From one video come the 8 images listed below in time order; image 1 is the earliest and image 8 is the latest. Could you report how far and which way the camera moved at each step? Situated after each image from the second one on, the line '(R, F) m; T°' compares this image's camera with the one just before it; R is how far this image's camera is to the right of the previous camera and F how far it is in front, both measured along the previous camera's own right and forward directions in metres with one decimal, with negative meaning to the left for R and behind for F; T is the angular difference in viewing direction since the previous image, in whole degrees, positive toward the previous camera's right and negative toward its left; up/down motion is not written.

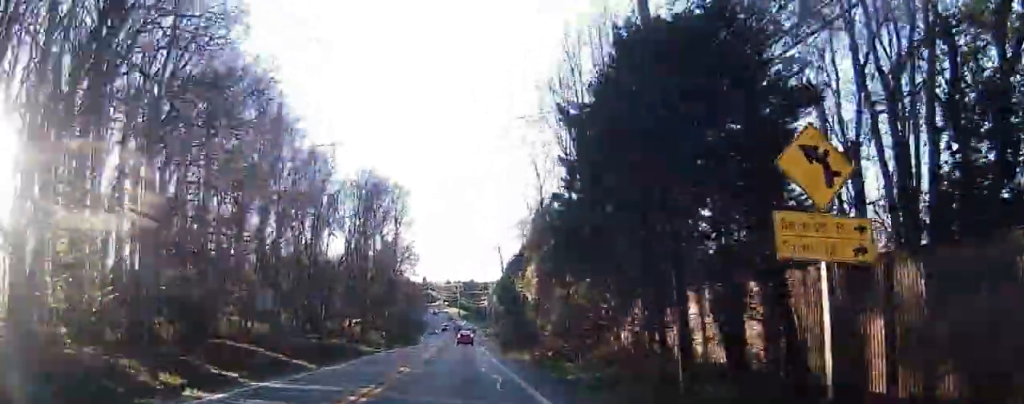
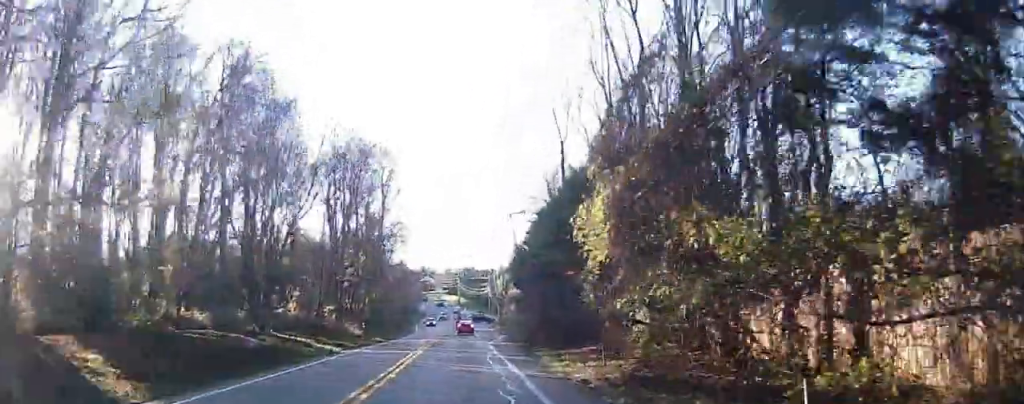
(+0.3, +12.5) m; +2°
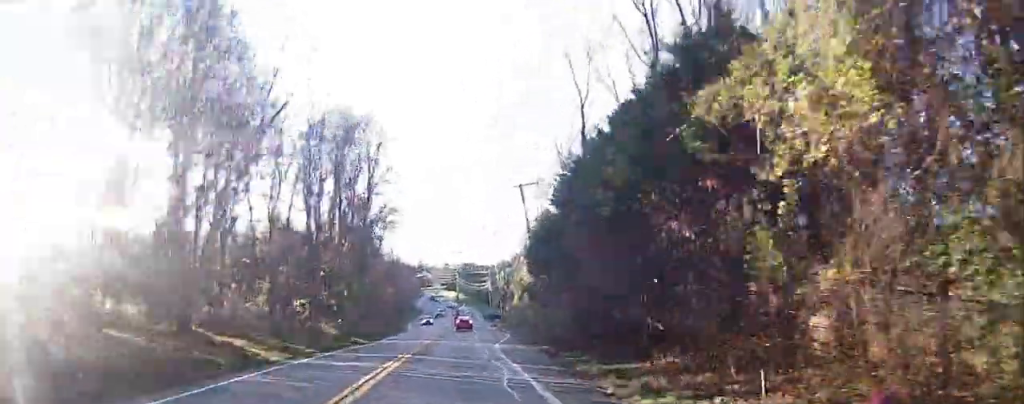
(+0.1, +12.3) m; 0°
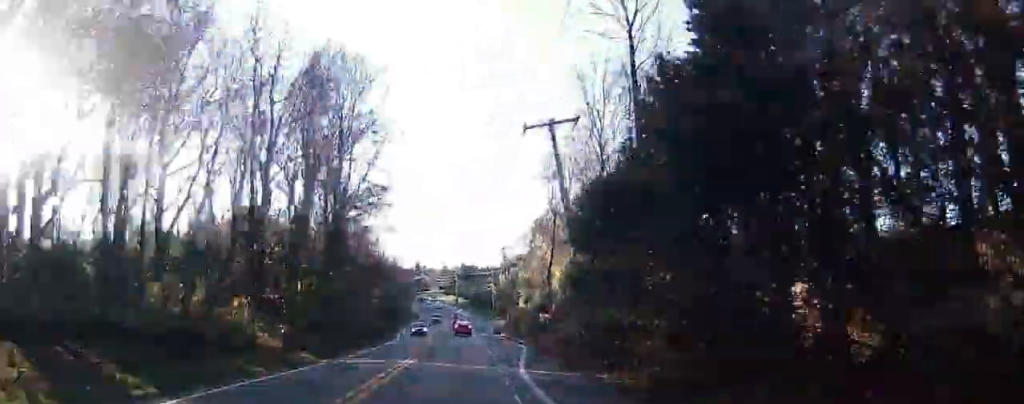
(-0.1, +18.3) m; -1°
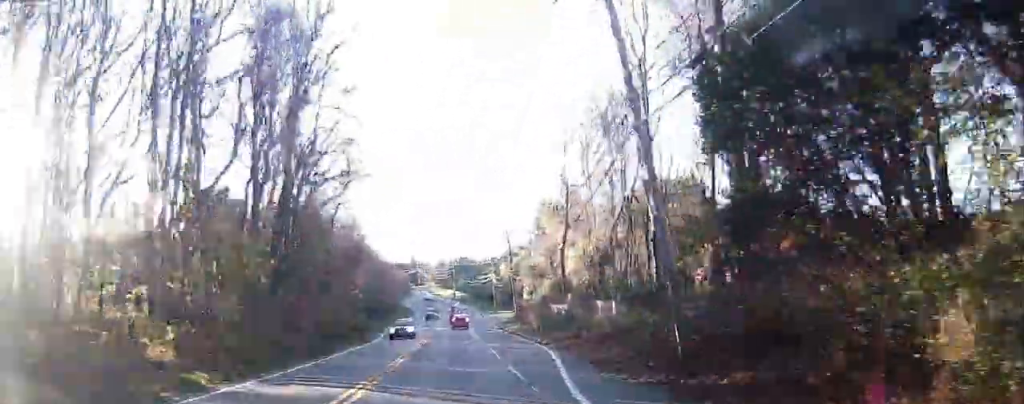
(-0.2, +13.8) m; -1°
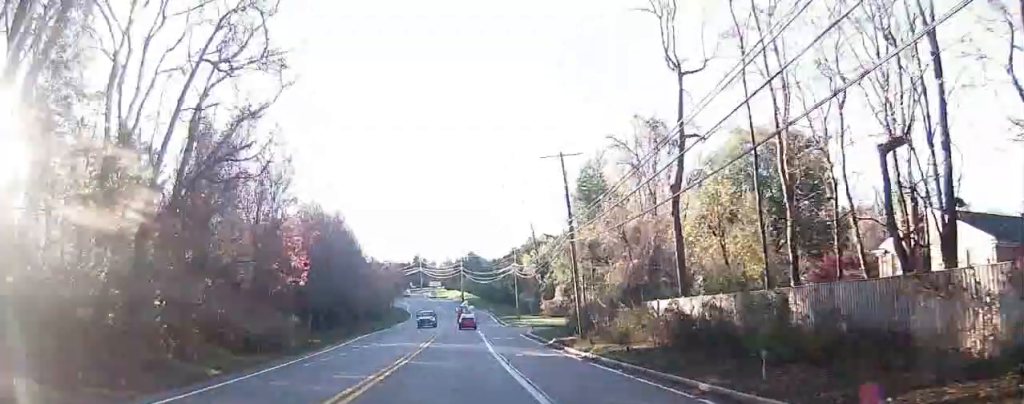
(-0.2, +34.1) m; 0°
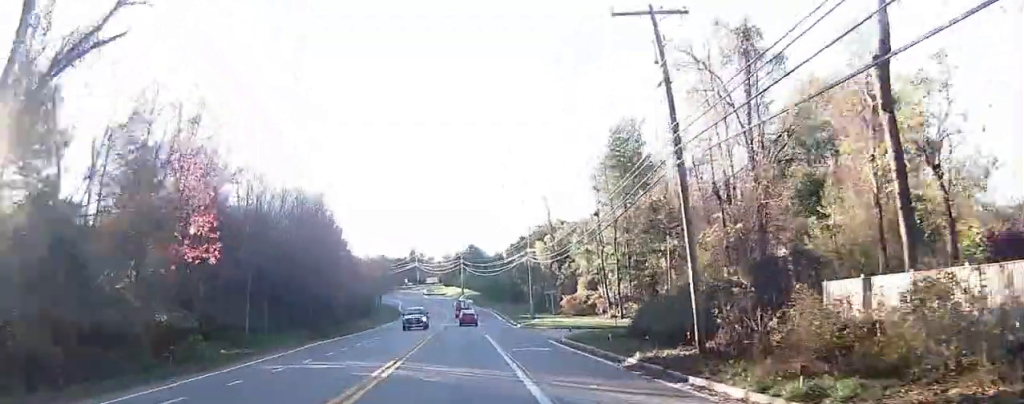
(0.0, +18.6) m; 0°
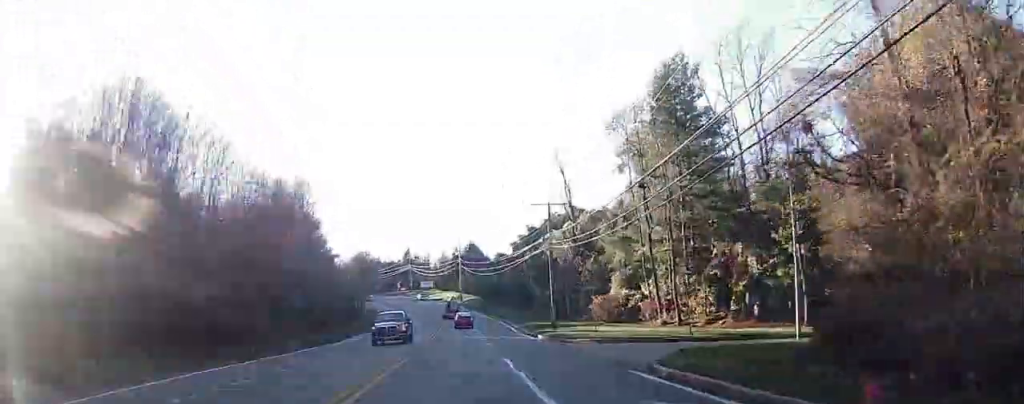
(0.0, +18.5) m; 0°
